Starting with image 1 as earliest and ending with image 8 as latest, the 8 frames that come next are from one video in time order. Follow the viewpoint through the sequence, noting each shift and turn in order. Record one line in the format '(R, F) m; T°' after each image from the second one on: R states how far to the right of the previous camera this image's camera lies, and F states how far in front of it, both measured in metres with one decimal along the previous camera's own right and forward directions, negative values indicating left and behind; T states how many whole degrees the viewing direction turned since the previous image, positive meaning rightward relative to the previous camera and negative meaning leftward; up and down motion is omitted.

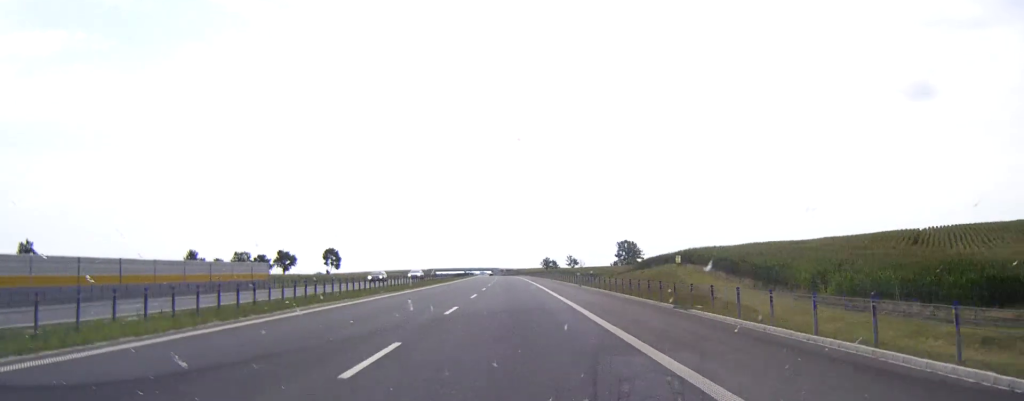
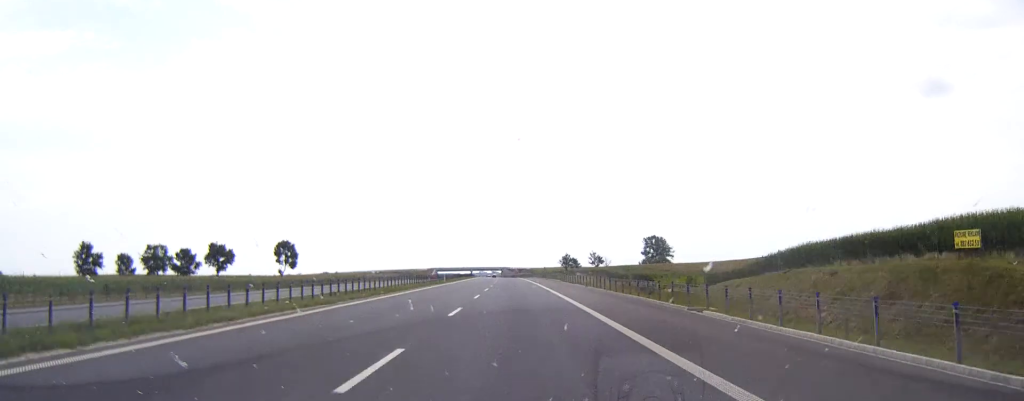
(-0.6, +73.3) m; -1°
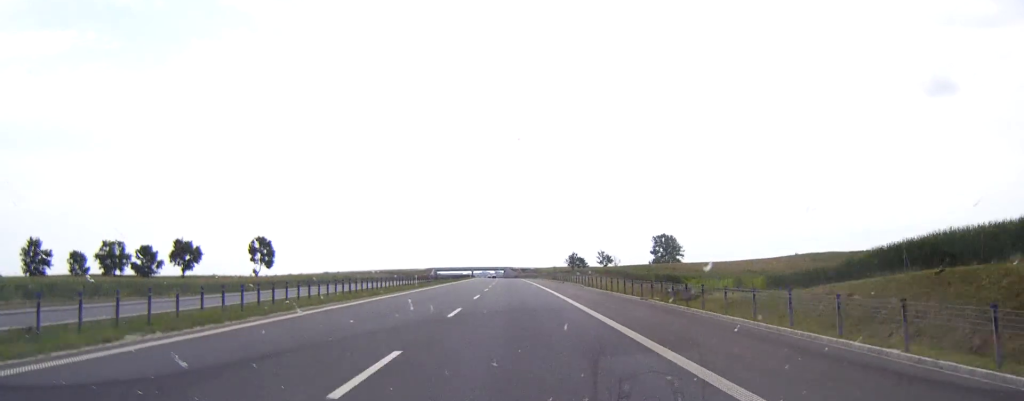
(-0.1, +24.5) m; 0°
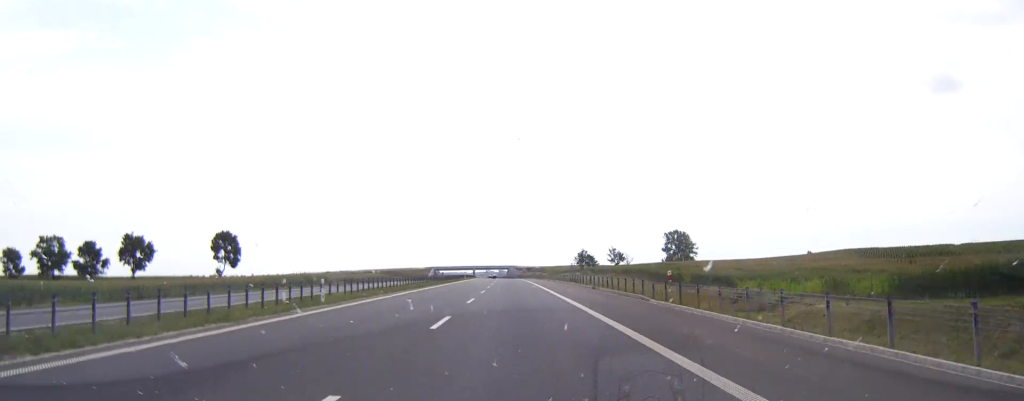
(-0.1, +28.0) m; 0°
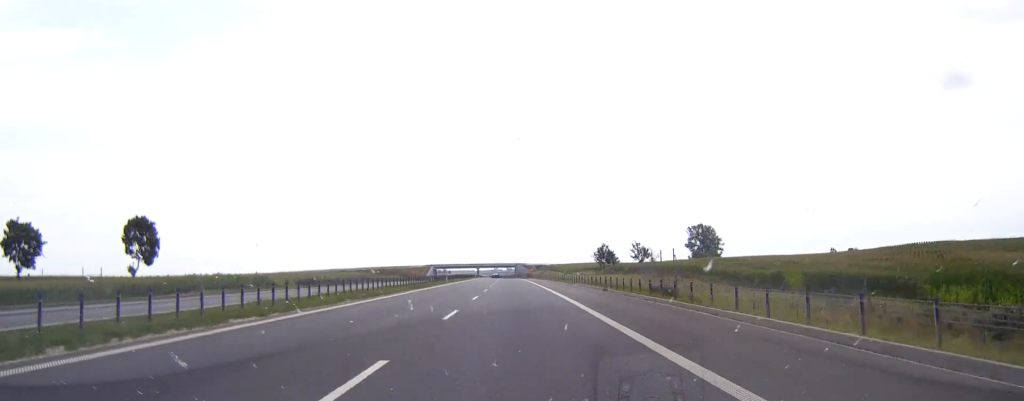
(-0.2, +45.6) m; -1°
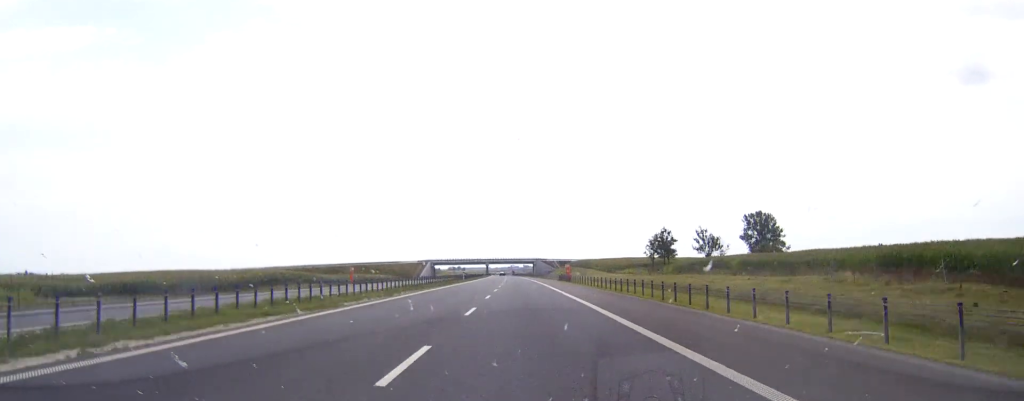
(-0.9, +82.5) m; -1°
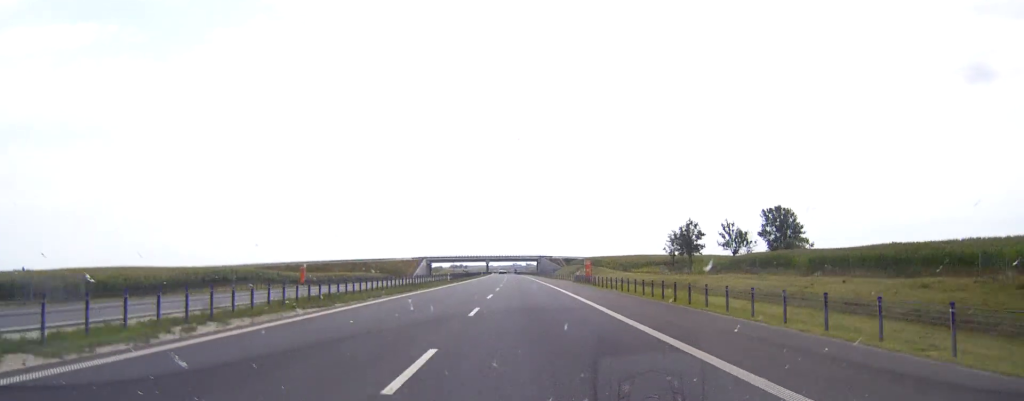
(-0.1, +24.6) m; 0°
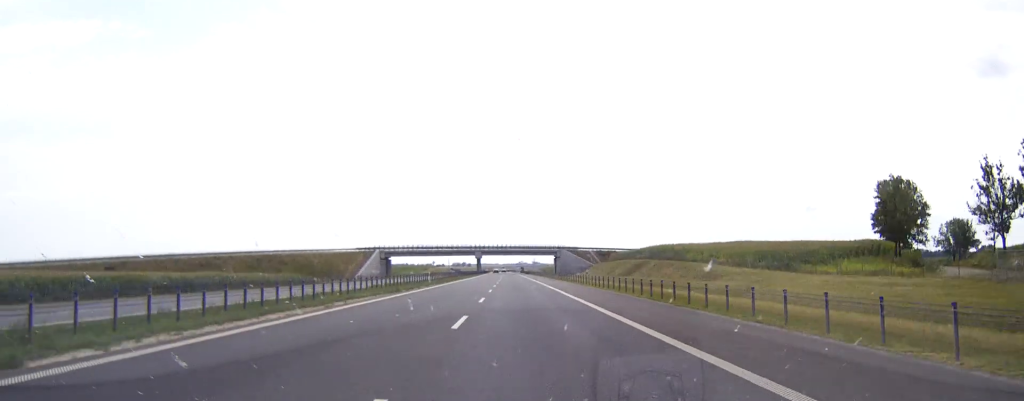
(-0.6, +112.9) m; -1°
